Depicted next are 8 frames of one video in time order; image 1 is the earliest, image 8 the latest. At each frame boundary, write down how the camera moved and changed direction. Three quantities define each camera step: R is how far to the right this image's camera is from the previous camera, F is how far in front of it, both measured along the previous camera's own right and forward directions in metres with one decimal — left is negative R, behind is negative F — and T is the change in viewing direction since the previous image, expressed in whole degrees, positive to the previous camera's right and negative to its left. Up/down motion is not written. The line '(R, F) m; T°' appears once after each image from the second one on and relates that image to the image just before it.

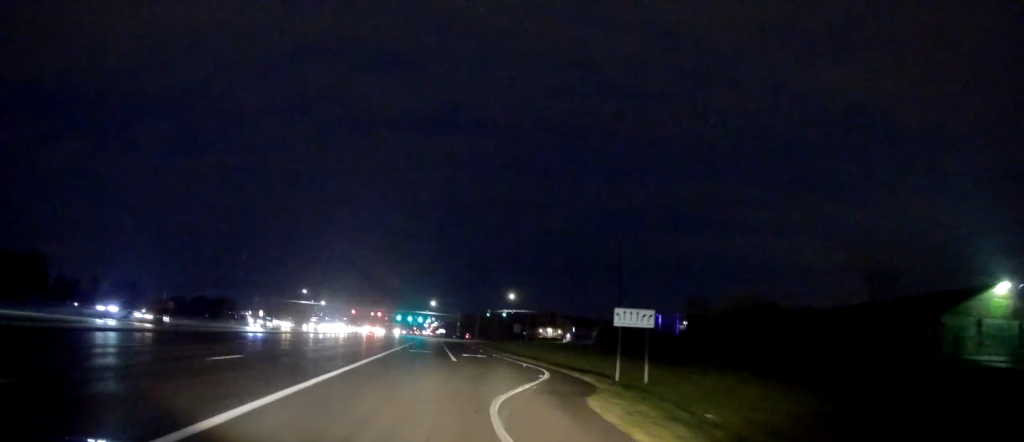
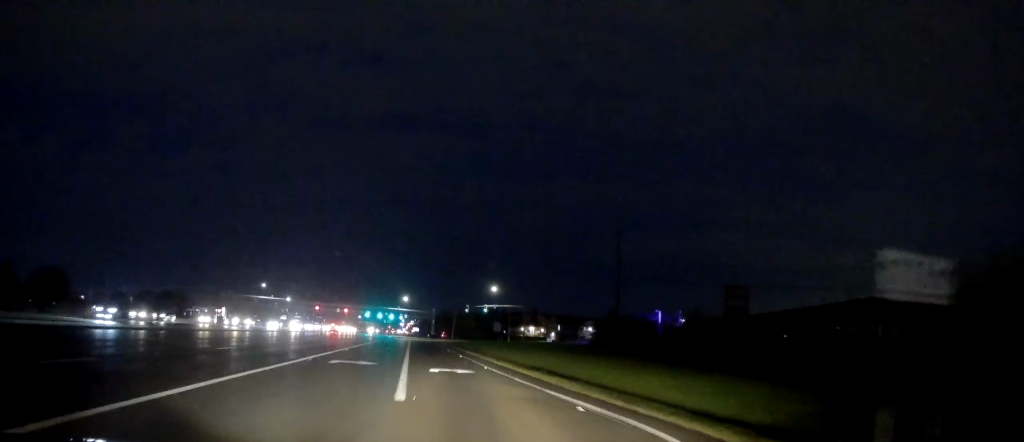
(+0.1, +20.2) m; 0°
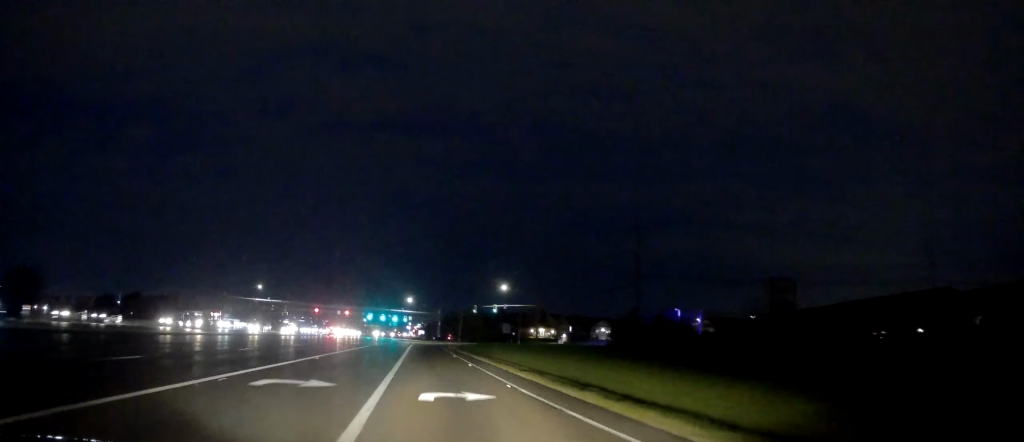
(-0.1, +9.1) m; 0°
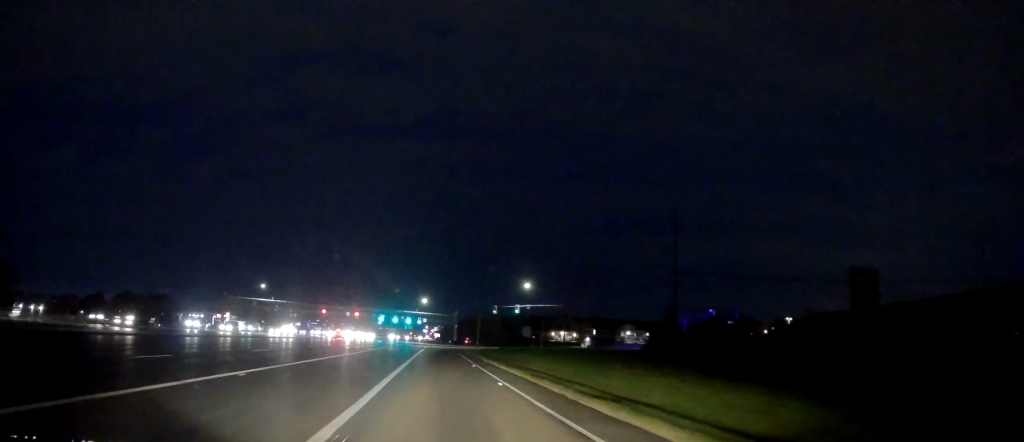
(-0.1, +11.1) m; +1°
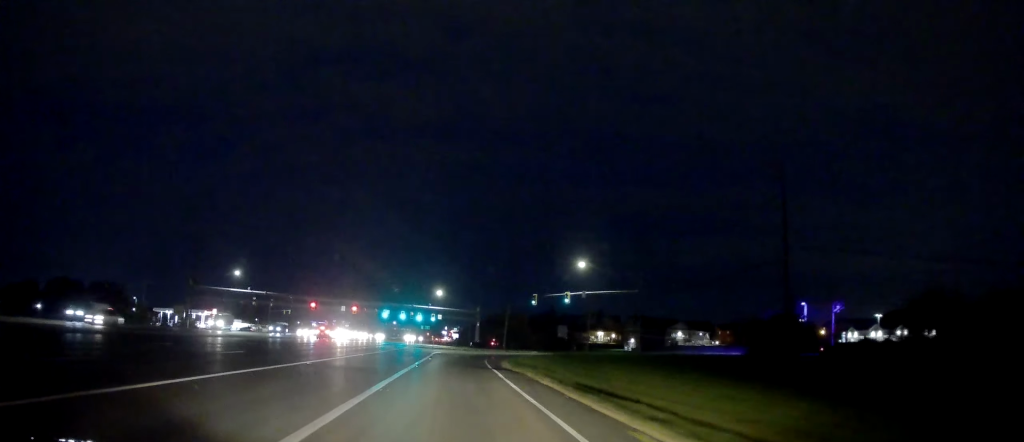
(-1.8, +30.8) m; -4°
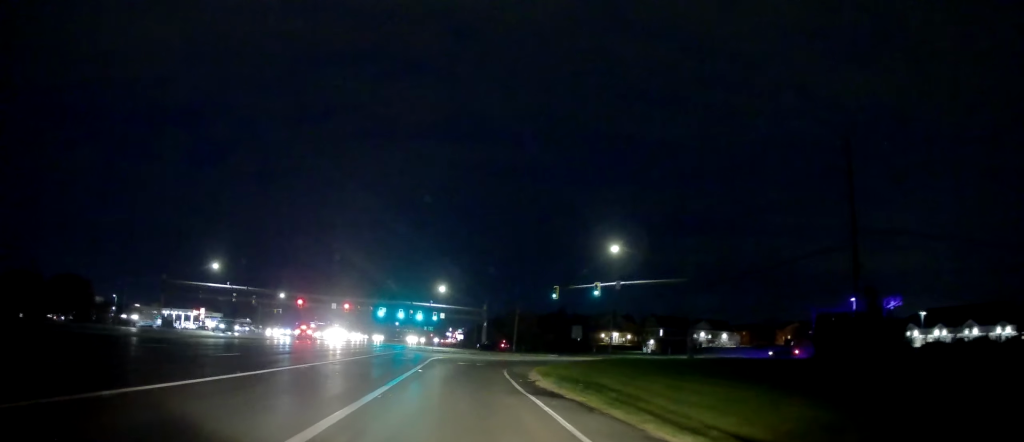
(+1.1, +13.9) m; +1°
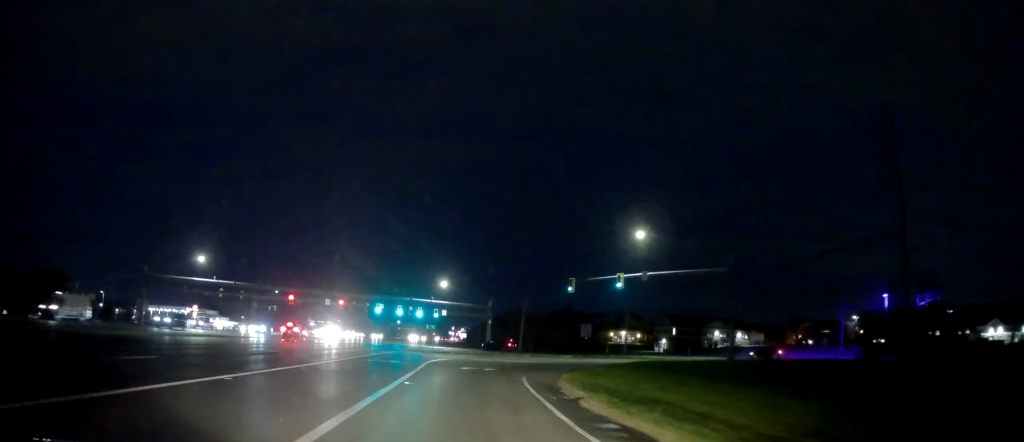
(-0.5, +7.8) m; -1°
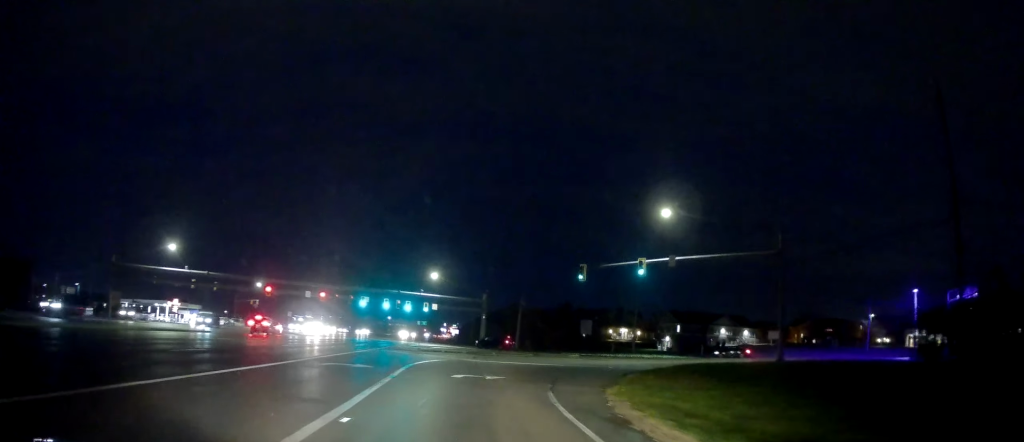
(-0.2, +8.9) m; 0°
